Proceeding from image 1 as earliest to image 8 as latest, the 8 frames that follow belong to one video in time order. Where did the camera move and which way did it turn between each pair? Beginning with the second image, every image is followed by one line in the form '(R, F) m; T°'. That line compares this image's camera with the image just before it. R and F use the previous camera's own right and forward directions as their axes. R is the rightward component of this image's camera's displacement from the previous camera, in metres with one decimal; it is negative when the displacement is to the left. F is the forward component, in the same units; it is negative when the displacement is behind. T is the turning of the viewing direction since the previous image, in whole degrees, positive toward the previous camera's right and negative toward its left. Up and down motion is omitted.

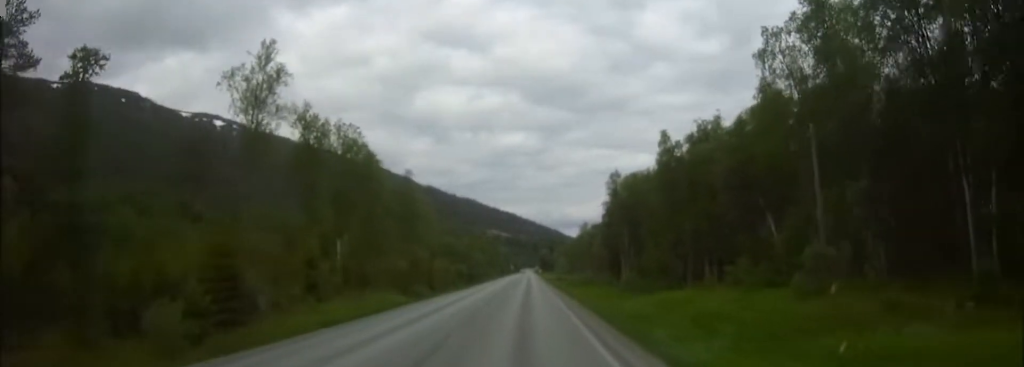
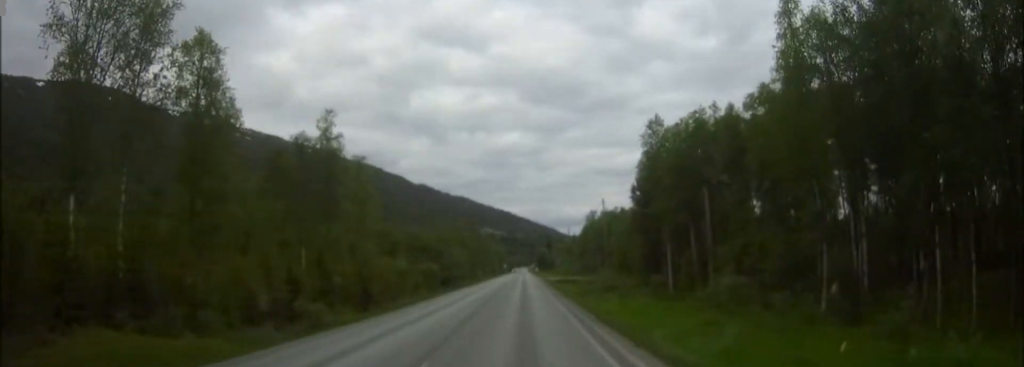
(+0.1, +35.4) m; +1°
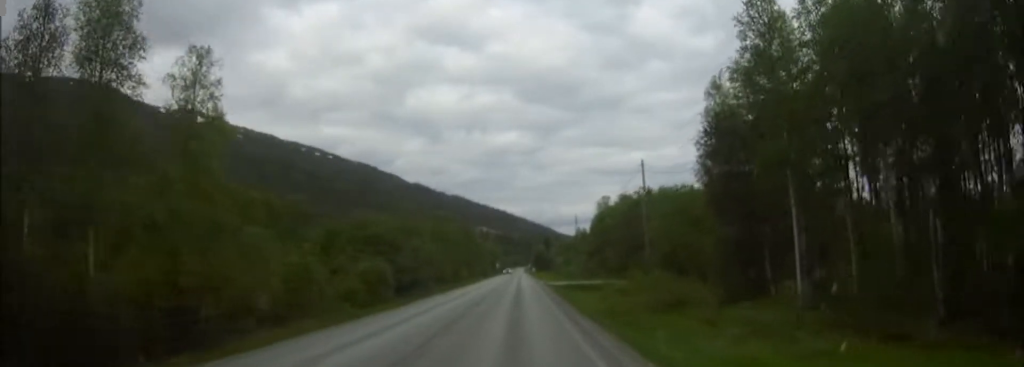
(+0.1, +32.2) m; 0°
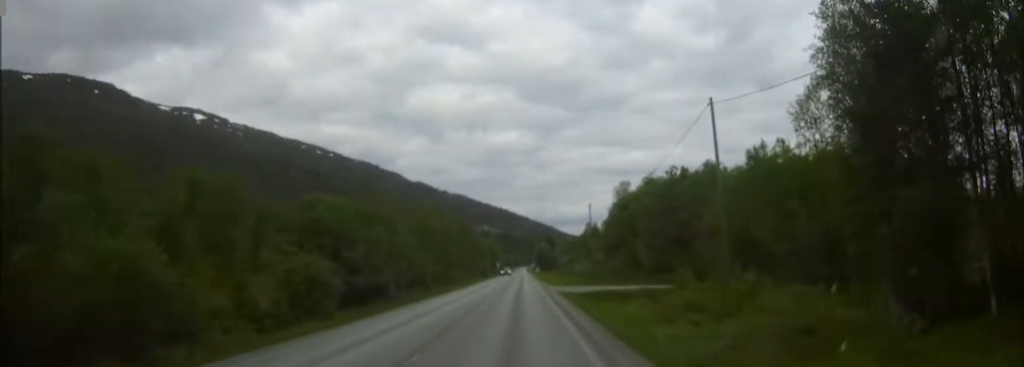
(0.0, +20.7) m; 0°
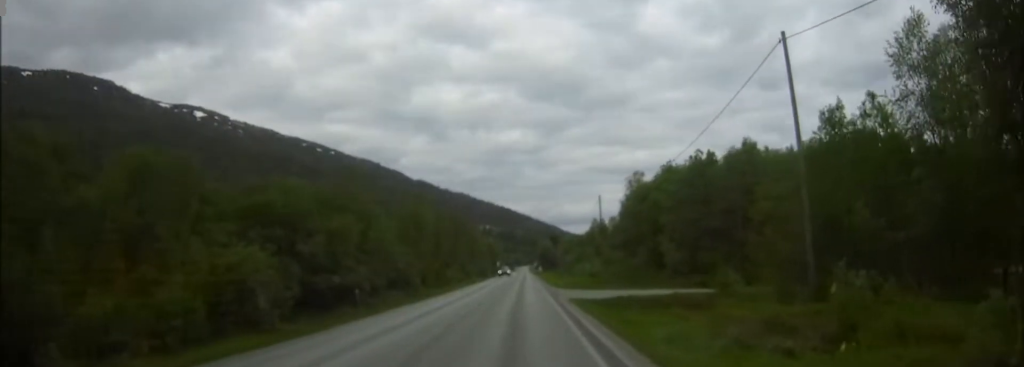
(0.0, +10.7) m; 0°
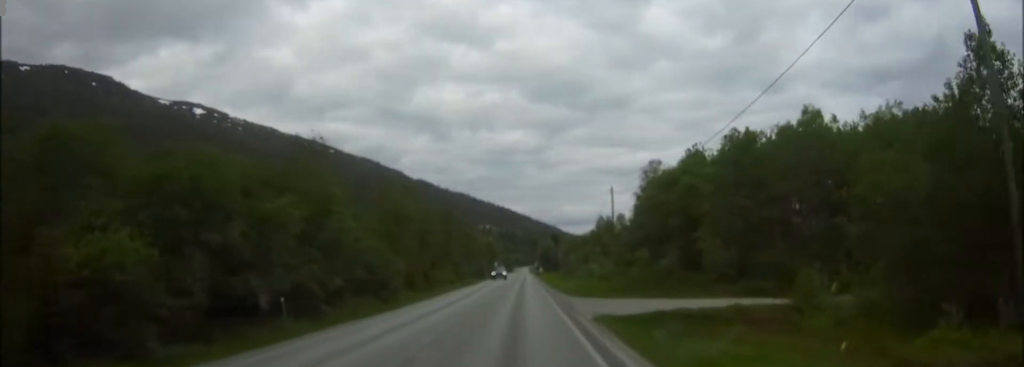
(-0.1, +12.1) m; 0°
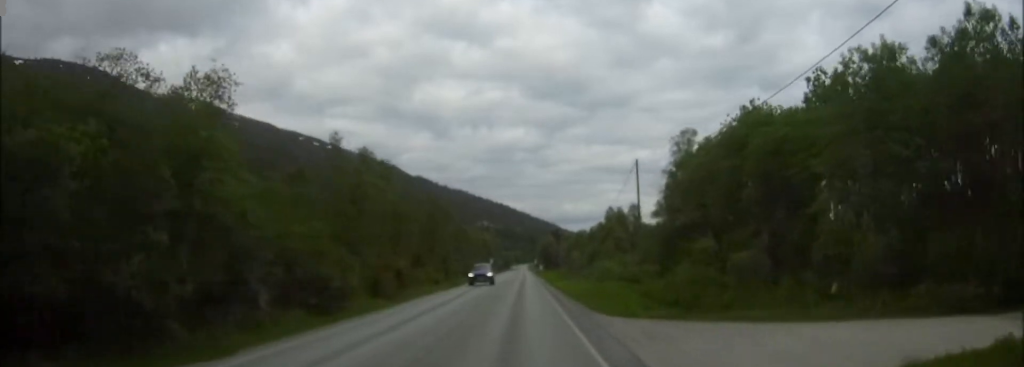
(+0.1, +18.2) m; 0°
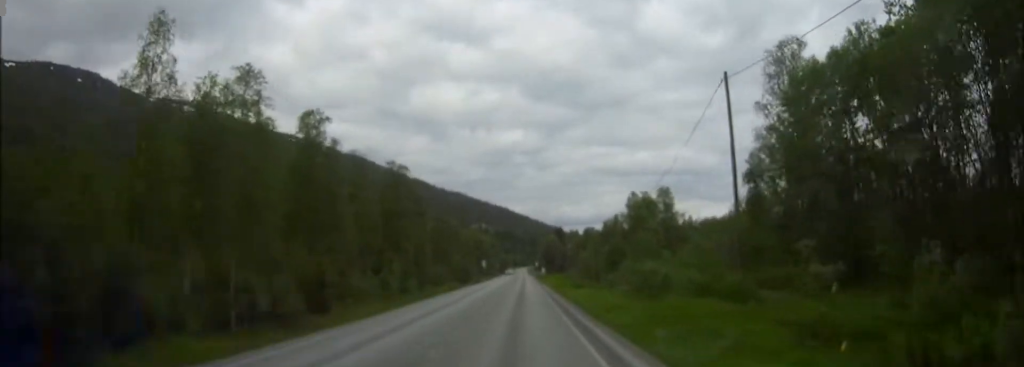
(0.0, +27.9) m; 0°
